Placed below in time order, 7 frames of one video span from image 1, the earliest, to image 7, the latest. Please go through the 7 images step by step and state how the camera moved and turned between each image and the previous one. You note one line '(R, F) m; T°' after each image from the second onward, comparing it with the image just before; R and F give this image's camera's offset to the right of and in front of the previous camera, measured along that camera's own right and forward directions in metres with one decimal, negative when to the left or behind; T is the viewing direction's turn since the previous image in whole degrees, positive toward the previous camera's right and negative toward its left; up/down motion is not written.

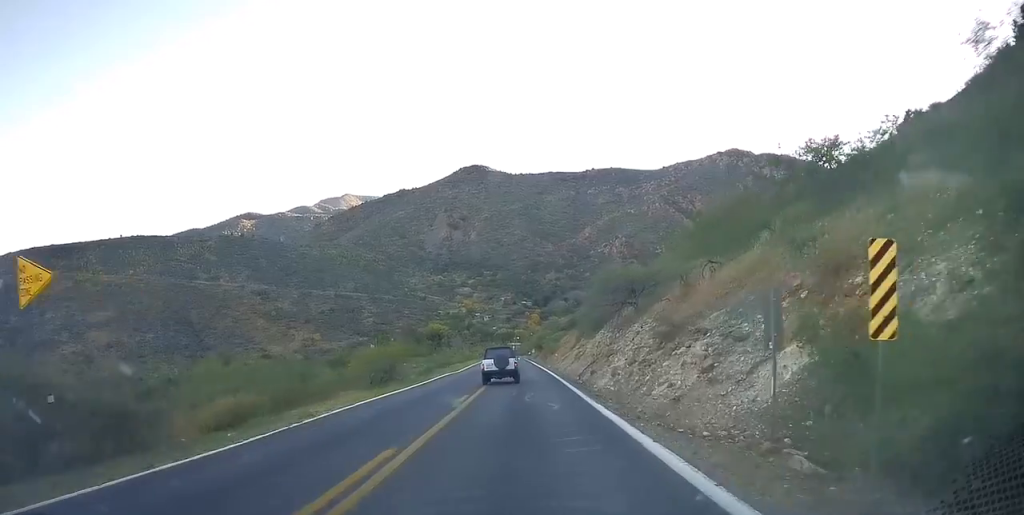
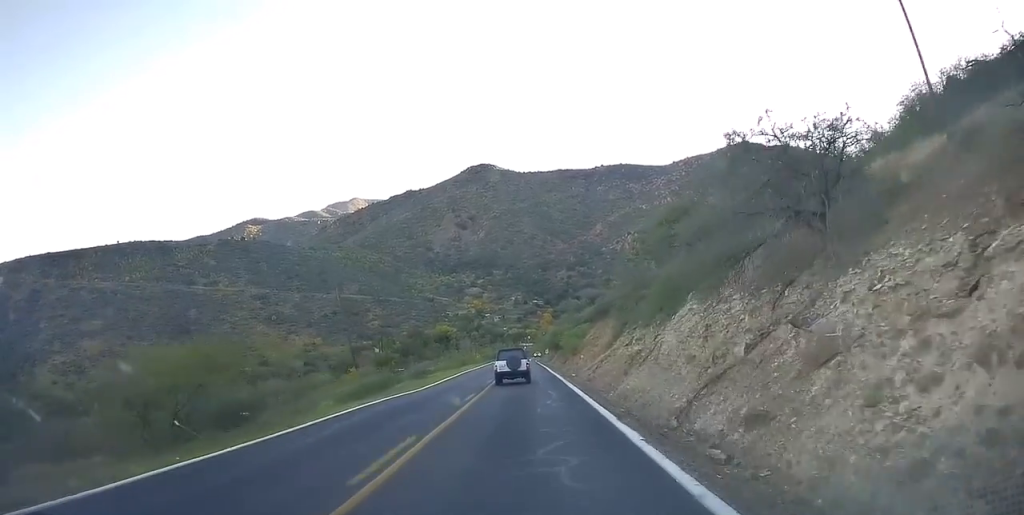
(-0.6, +22.3) m; -1°
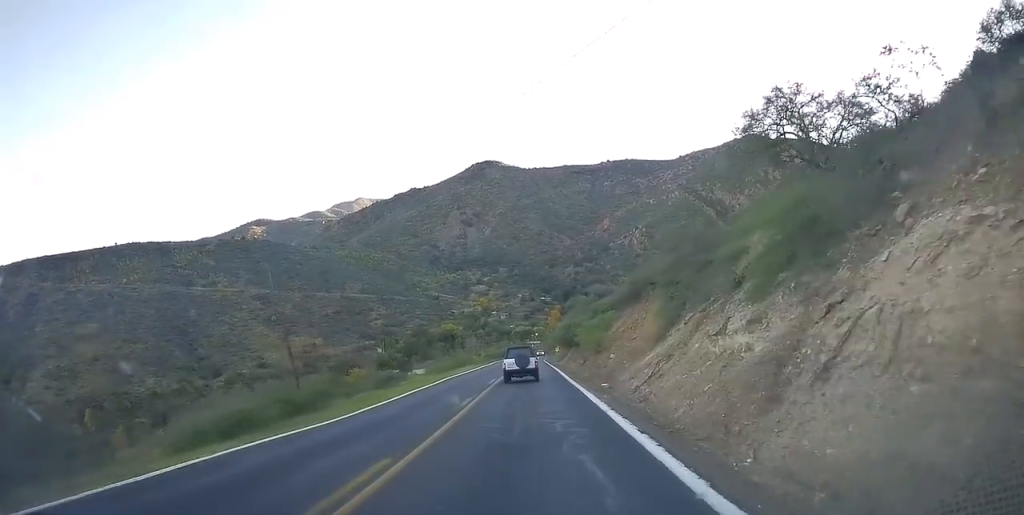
(+0.3, +13.8) m; 0°
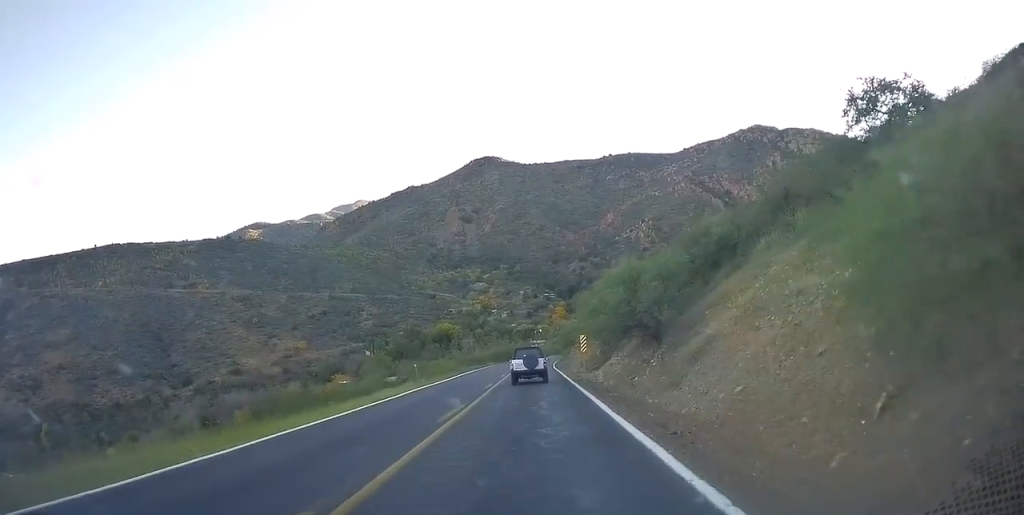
(-0.4, +38.3) m; 0°
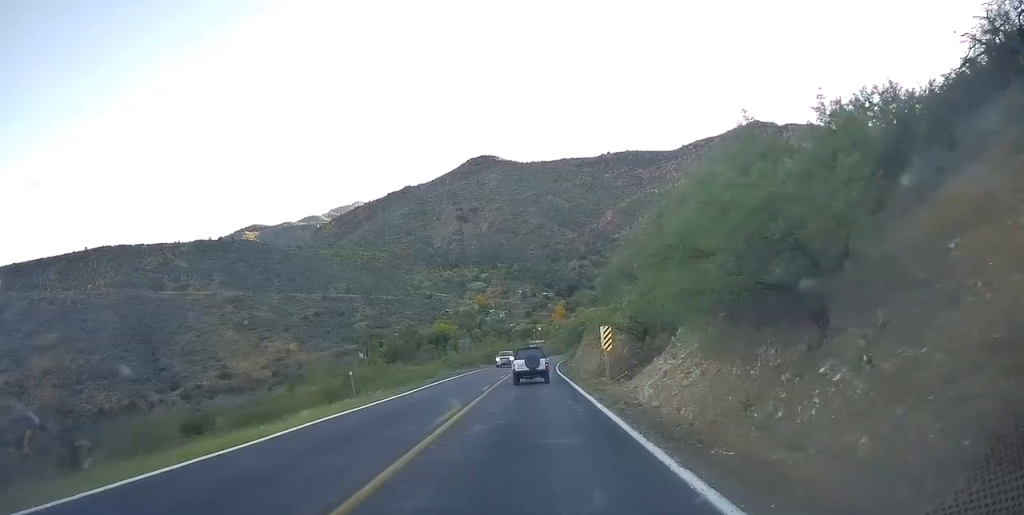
(0.0, +13.1) m; 0°
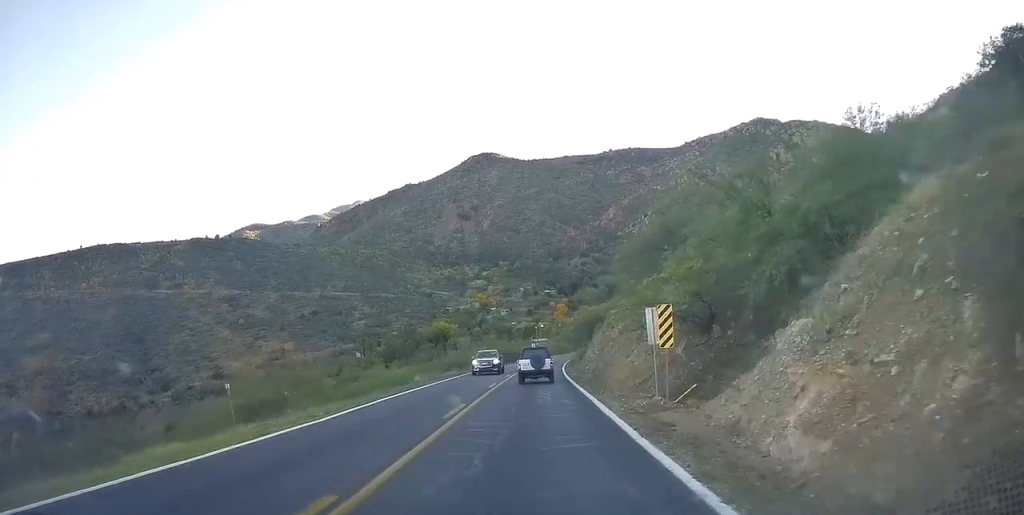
(+0.1, +10.8) m; 0°
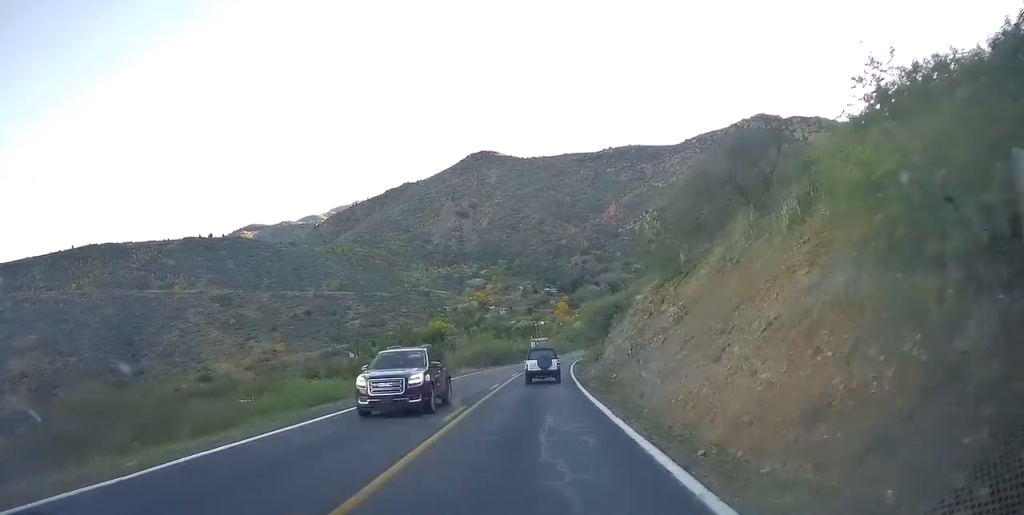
(-0.1, +12.5) m; 0°
